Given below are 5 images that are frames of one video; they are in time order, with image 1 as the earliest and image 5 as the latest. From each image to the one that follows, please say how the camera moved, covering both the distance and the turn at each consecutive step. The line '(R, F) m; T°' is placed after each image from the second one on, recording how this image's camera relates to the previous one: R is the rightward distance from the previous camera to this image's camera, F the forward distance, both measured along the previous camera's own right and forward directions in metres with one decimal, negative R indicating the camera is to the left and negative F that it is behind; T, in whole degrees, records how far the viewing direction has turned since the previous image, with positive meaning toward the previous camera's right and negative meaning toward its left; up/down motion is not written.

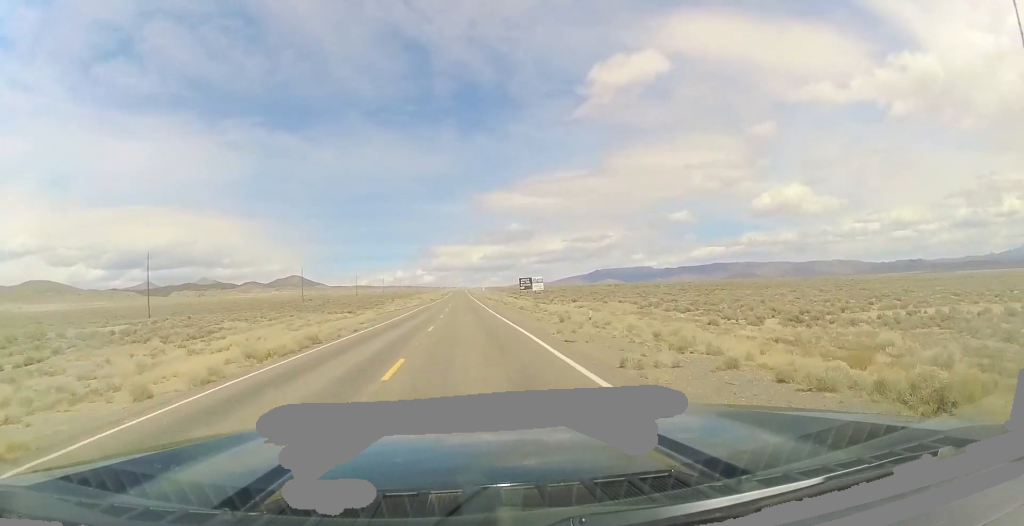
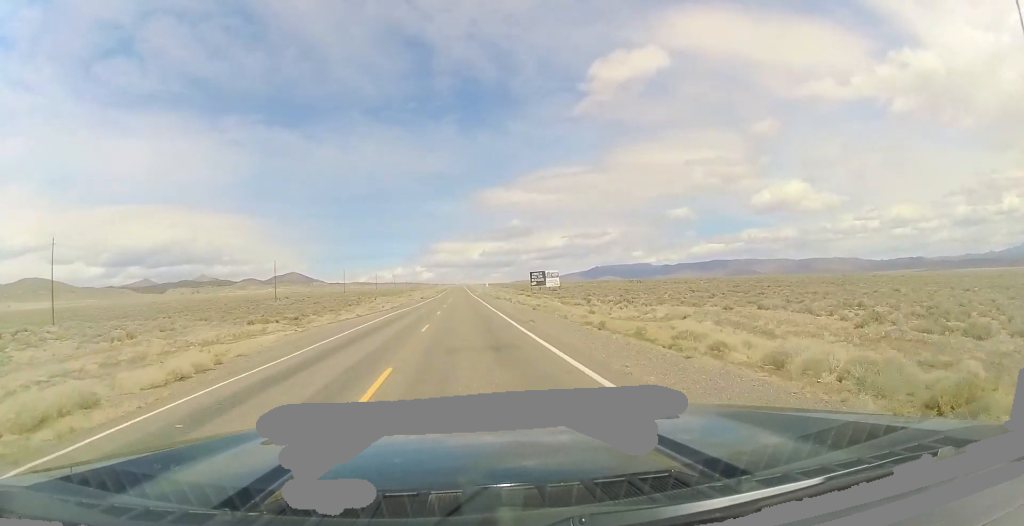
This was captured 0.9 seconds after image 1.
(+0.1, +29.5) m; +1°
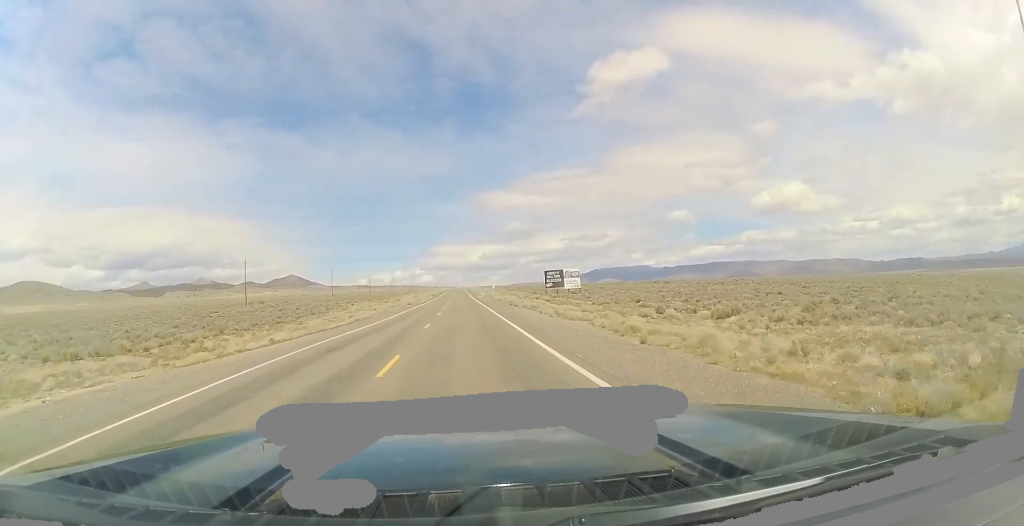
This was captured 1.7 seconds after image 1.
(+0.1, +25.1) m; +1°
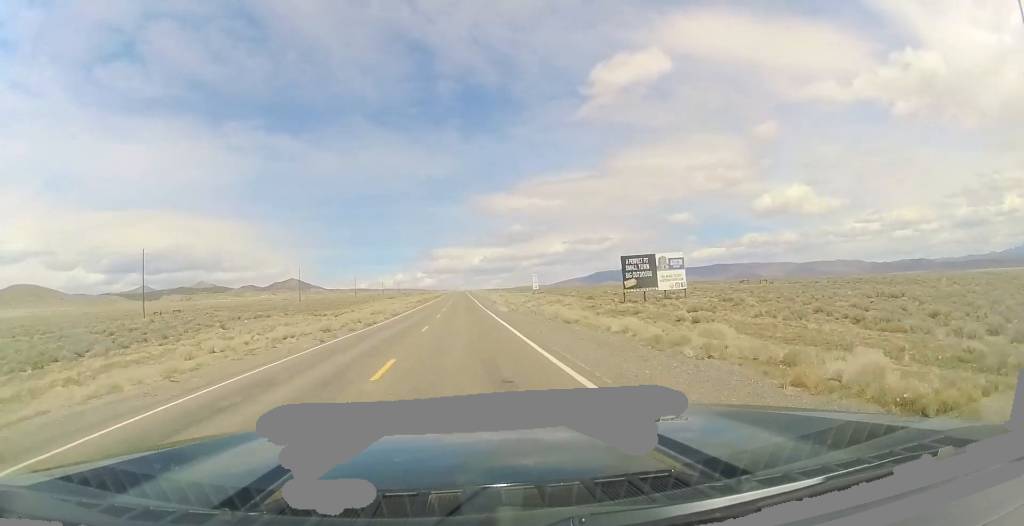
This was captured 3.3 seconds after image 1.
(+0.5, +54.3) m; +1°
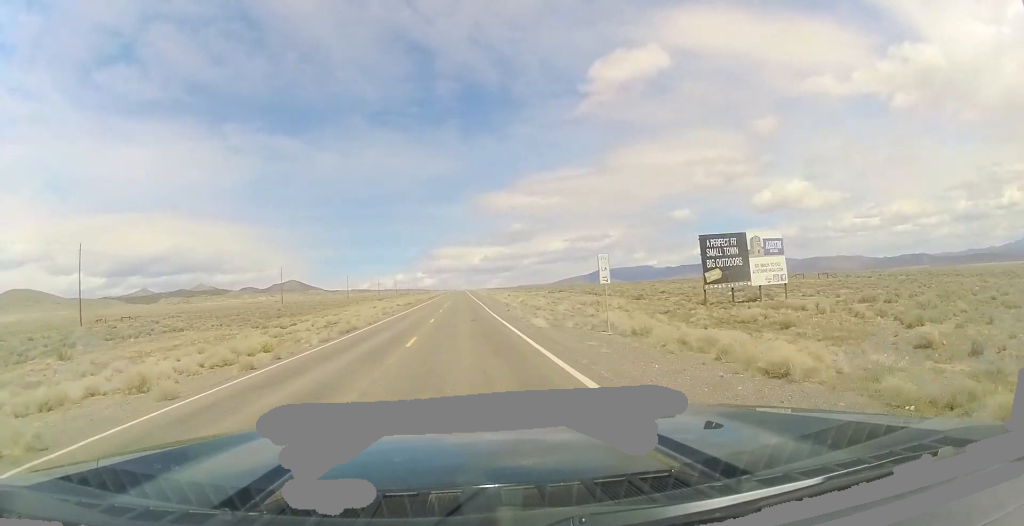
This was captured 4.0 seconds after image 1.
(+0.1, +20.6) m; 0°
